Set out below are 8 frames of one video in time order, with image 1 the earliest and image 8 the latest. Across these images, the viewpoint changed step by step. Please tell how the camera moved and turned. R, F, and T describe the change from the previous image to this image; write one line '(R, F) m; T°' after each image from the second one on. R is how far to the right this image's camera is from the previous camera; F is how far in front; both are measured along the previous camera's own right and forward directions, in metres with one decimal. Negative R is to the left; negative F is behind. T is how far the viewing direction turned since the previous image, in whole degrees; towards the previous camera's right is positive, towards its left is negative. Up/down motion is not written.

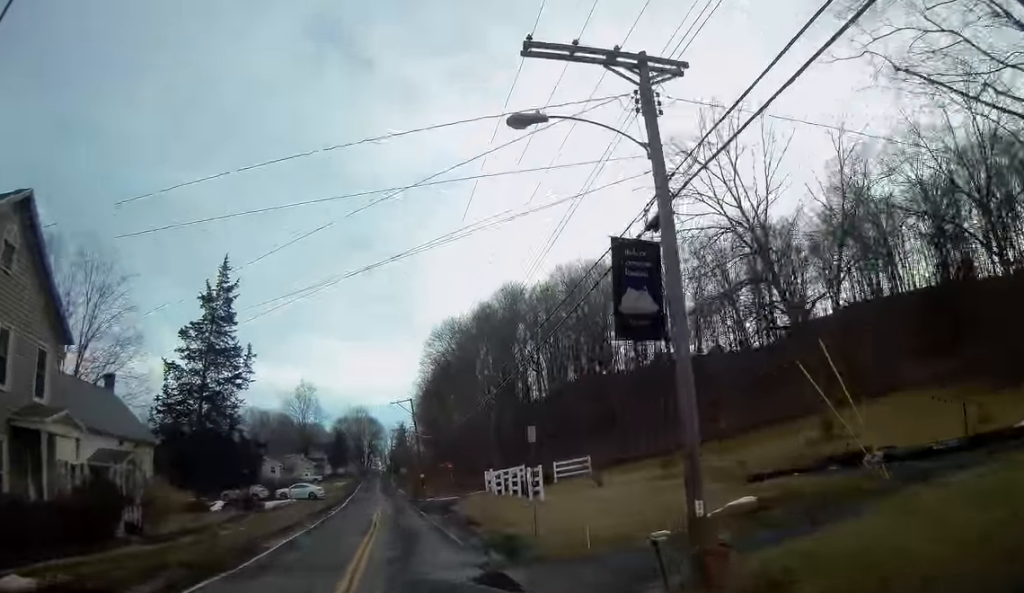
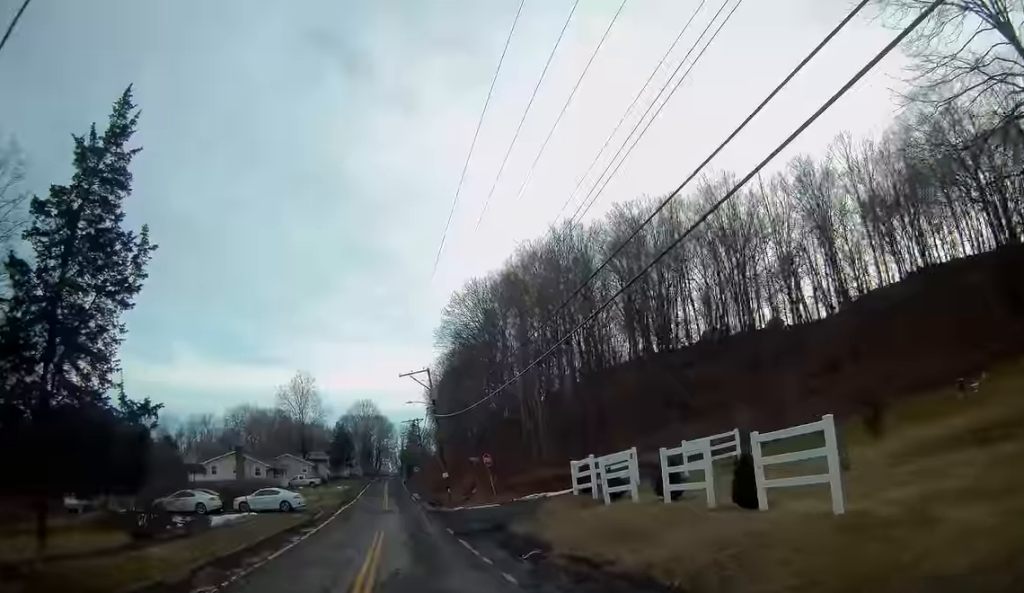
(-0.8, +19.4) m; -3°
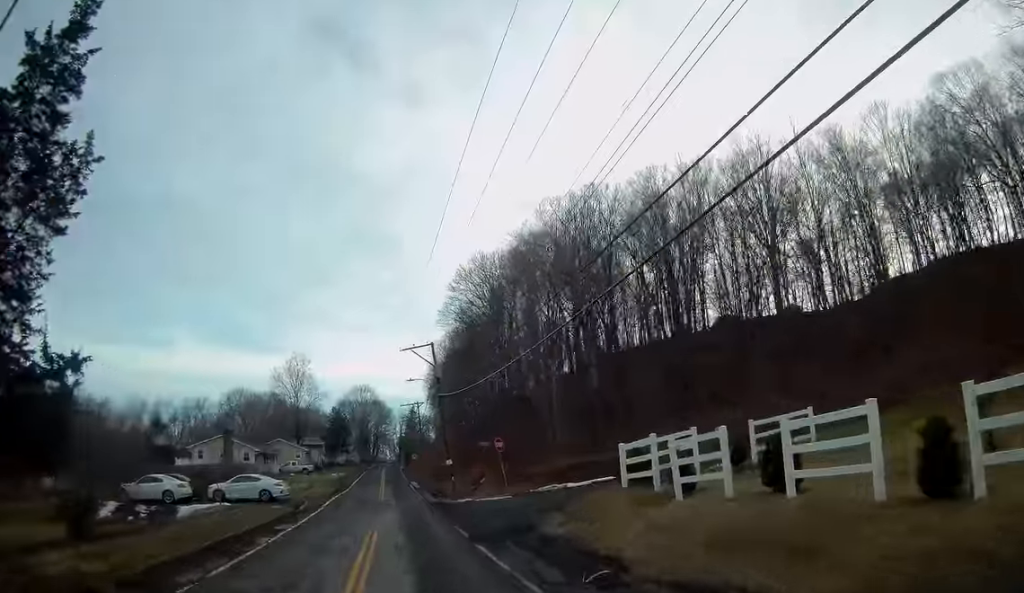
(-0.1, +5.5) m; 0°
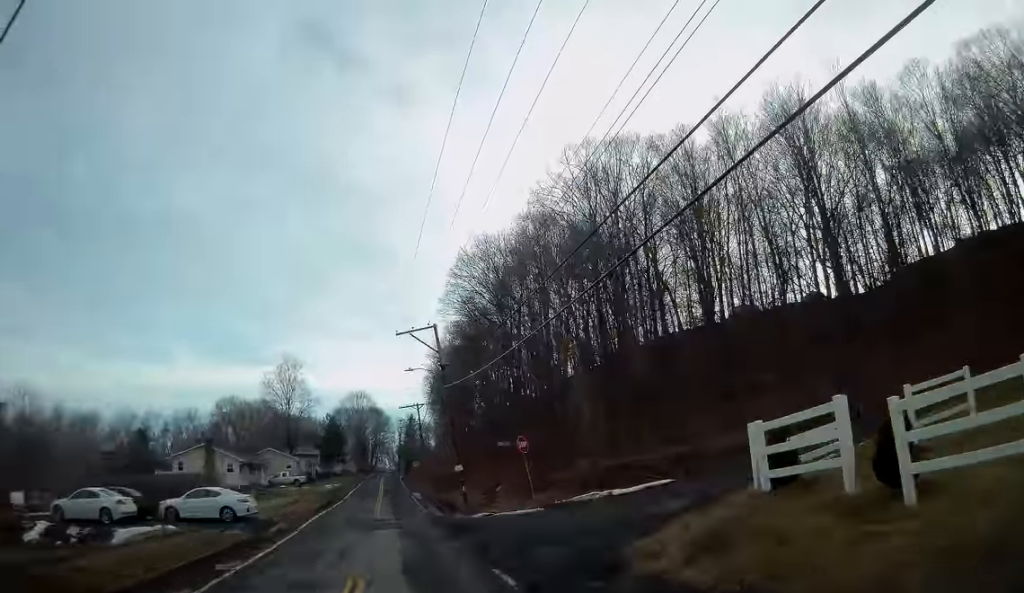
(+0.3, +7.8) m; 0°
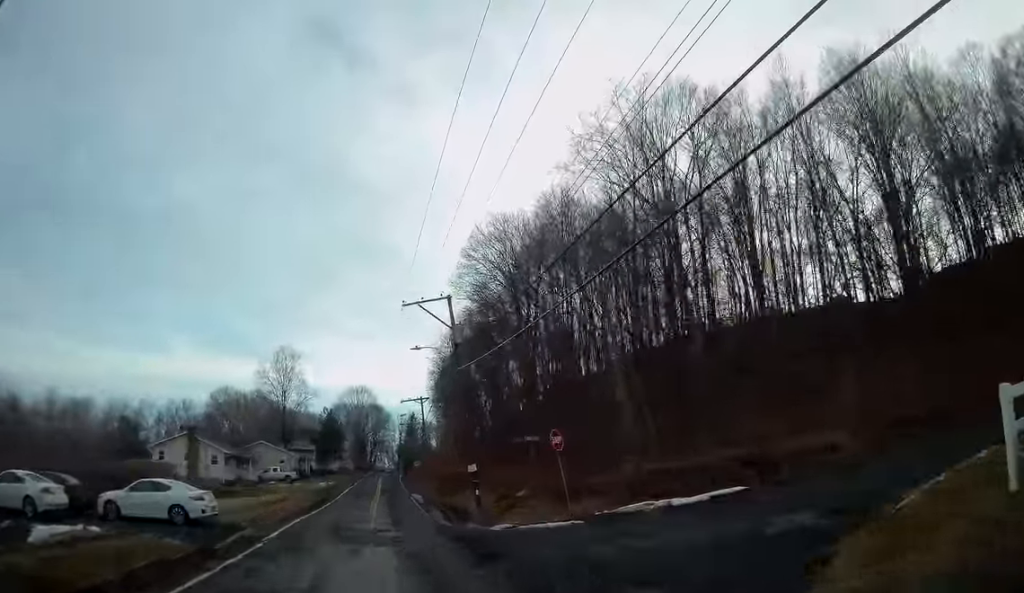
(0.0, +6.2) m; 0°
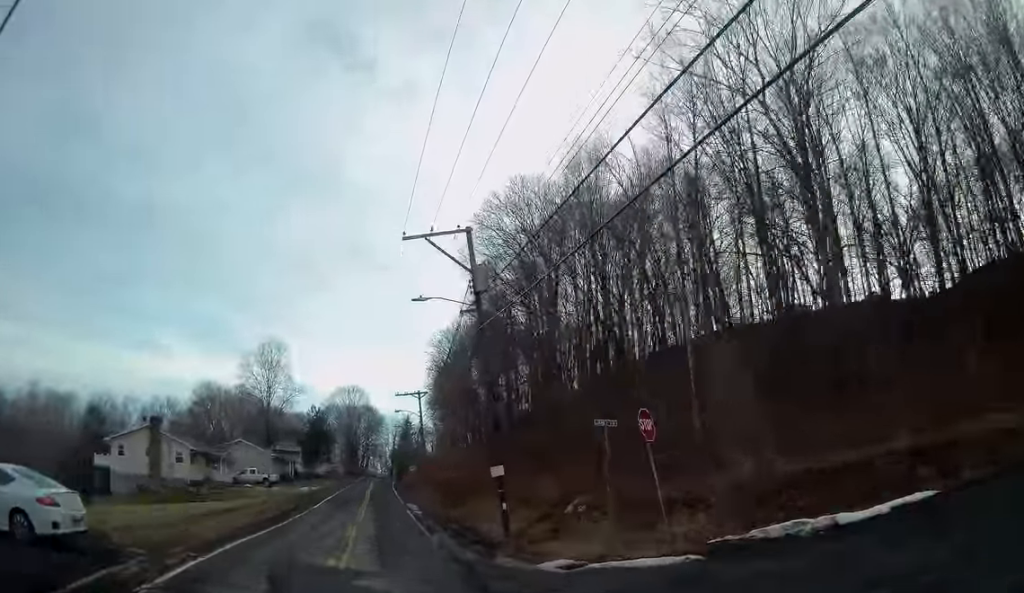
(-0.2, +9.2) m; -1°
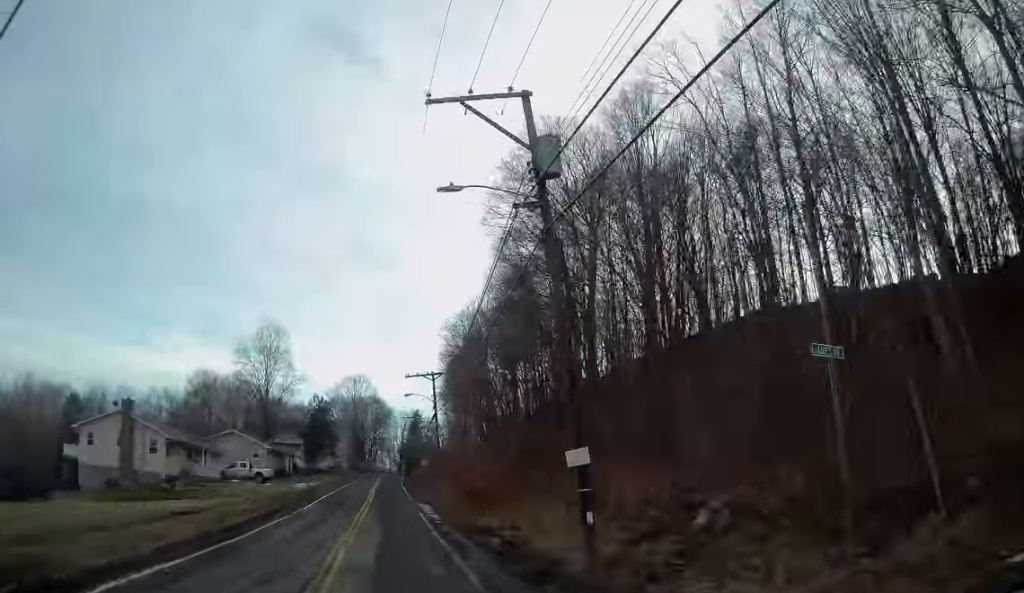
(0.0, +8.2) m; +1°
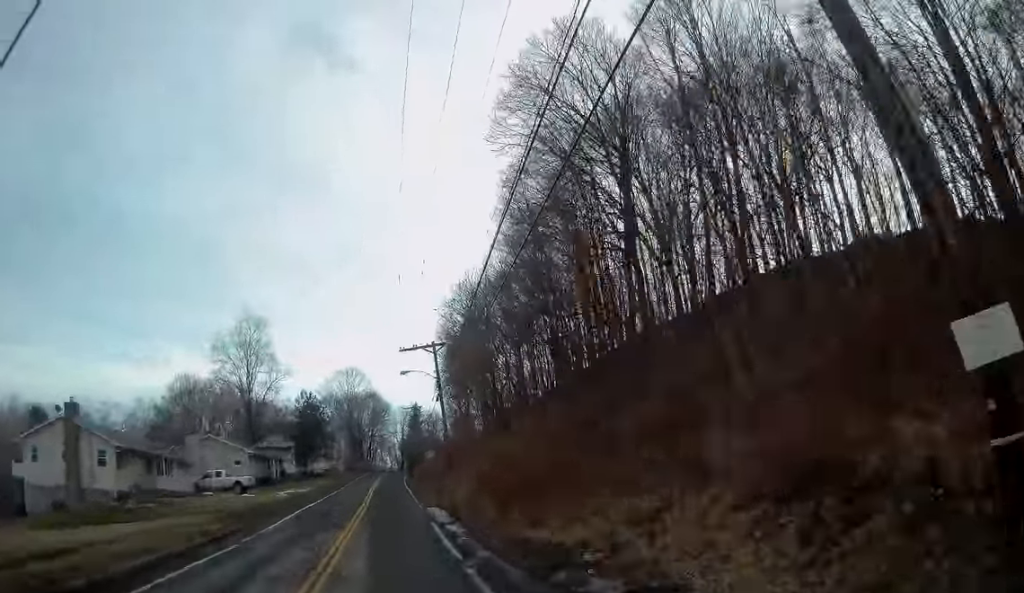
(+0.1, +9.4) m; 0°
